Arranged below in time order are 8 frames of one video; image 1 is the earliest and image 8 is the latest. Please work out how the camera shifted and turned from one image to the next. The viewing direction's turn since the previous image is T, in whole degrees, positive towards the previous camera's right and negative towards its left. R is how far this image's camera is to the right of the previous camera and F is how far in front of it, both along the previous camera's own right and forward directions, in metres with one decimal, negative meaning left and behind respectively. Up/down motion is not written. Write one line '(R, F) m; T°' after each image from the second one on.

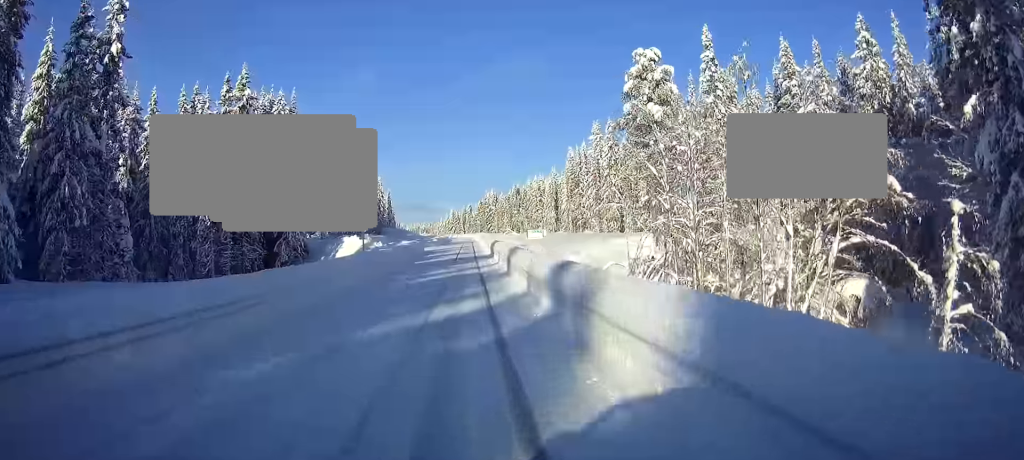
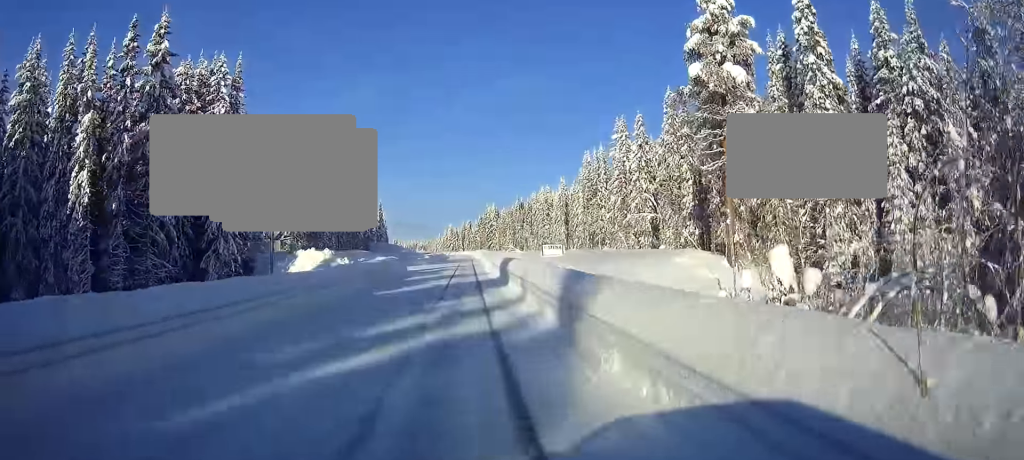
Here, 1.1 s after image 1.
(0.0, +20.4) m; 0°
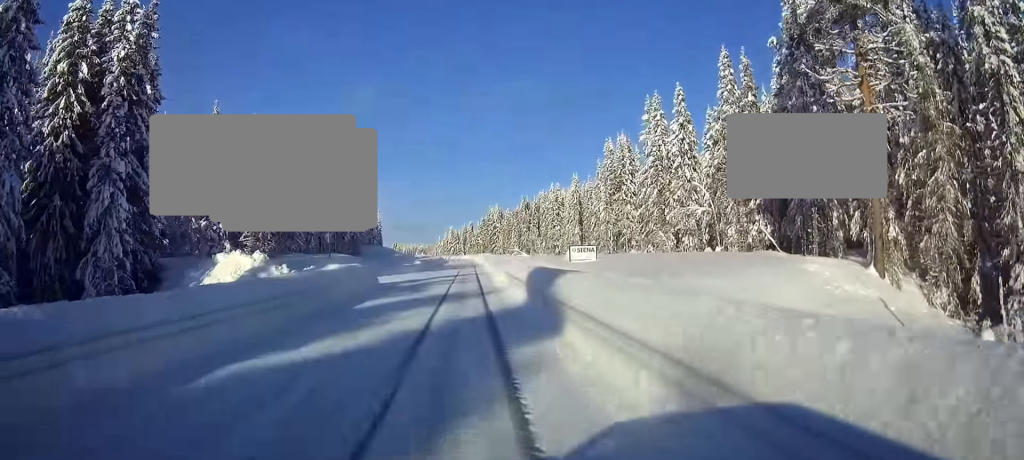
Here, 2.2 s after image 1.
(0.0, +18.7) m; 0°
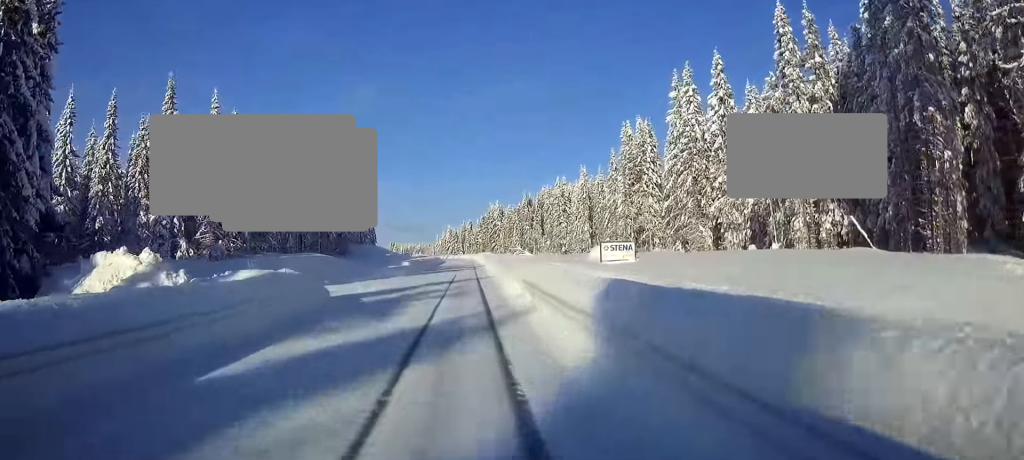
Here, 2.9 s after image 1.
(0.0, +13.3) m; 0°
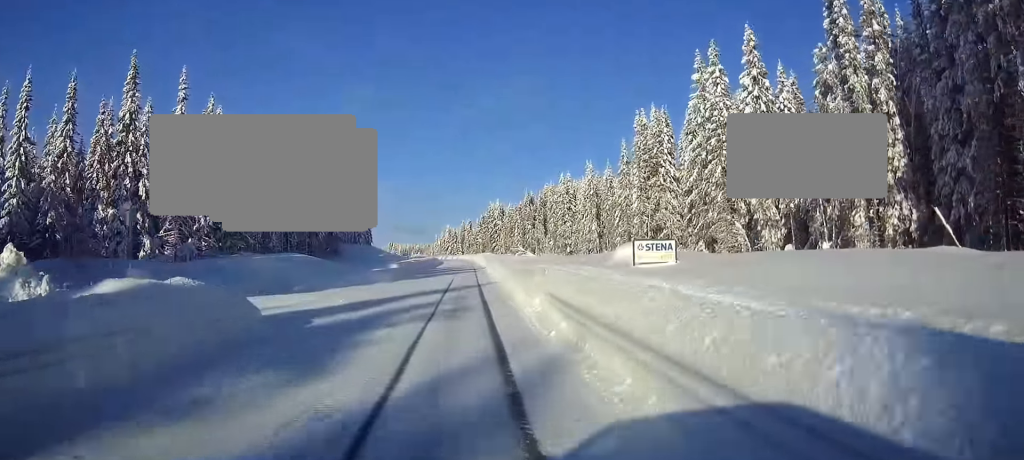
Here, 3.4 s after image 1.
(0.0, +8.4) m; 0°
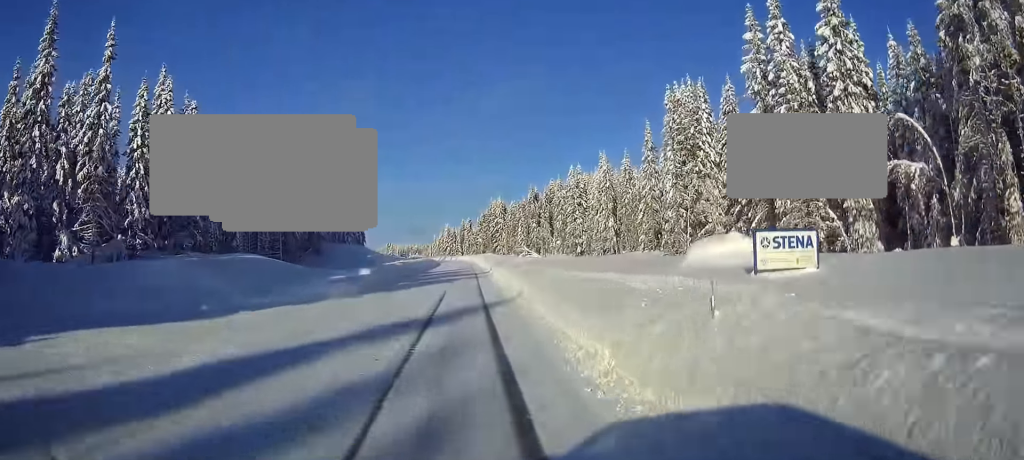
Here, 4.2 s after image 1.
(0.0, +14.4) m; 0°
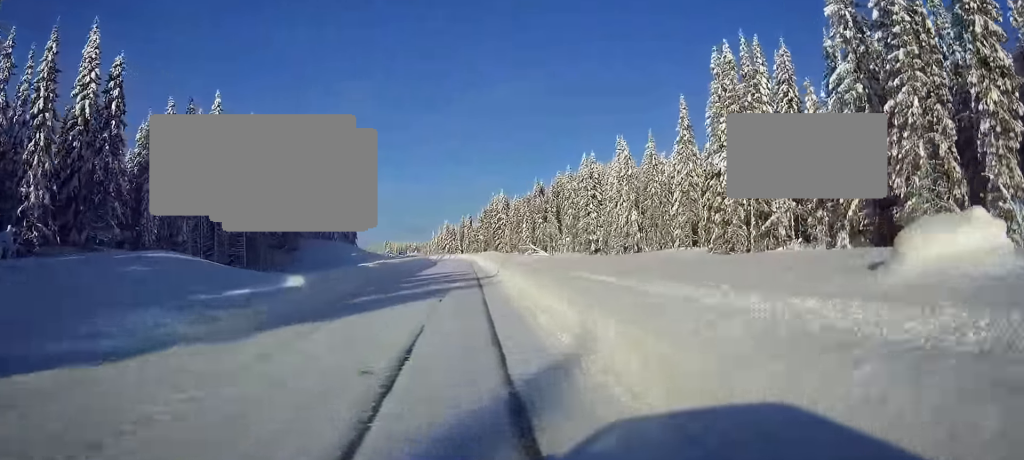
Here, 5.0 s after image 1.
(0.0, +15.1) m; 0°
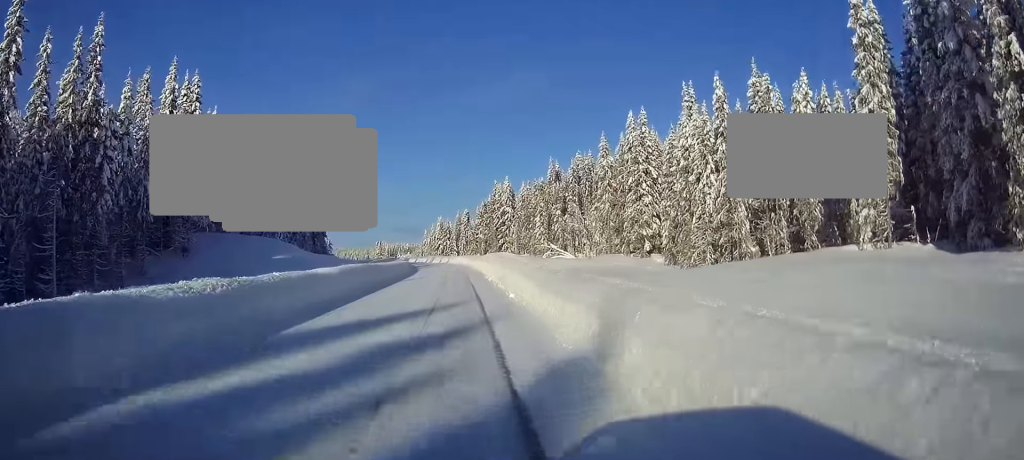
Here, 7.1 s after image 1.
(0.0, +37.4) m; 0°
